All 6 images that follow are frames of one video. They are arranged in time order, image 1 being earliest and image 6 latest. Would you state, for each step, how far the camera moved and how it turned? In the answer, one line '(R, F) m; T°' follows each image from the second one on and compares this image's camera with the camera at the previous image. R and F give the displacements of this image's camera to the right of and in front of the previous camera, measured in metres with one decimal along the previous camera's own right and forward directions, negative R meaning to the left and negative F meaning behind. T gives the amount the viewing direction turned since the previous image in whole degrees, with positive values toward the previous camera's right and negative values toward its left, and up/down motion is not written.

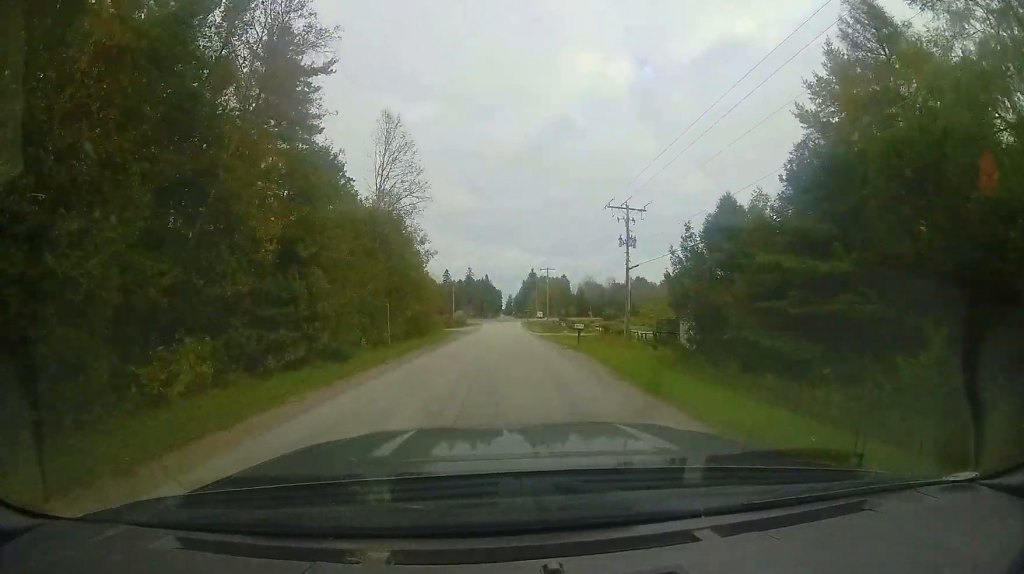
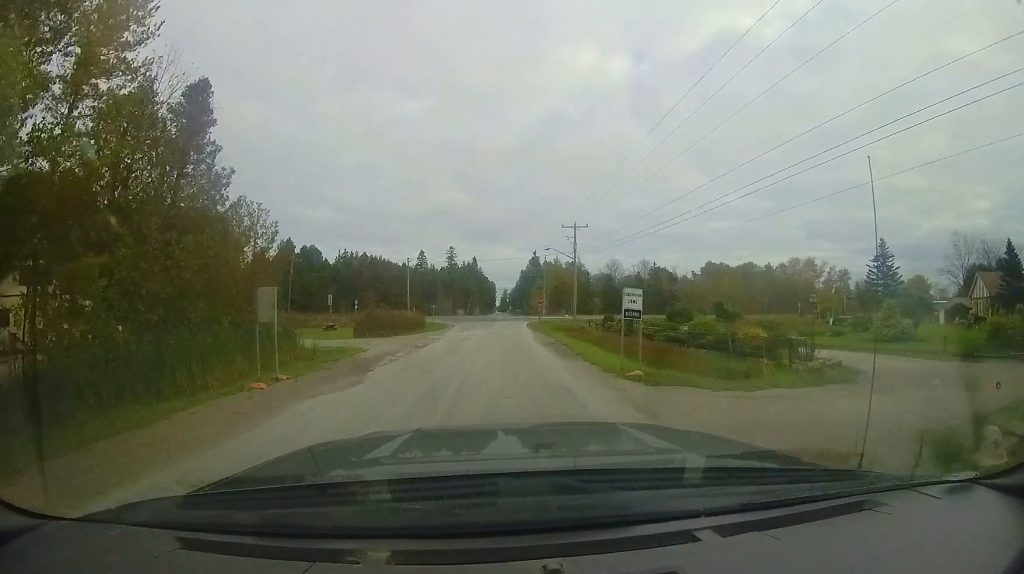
(+0.1, +33.5) m; +2°
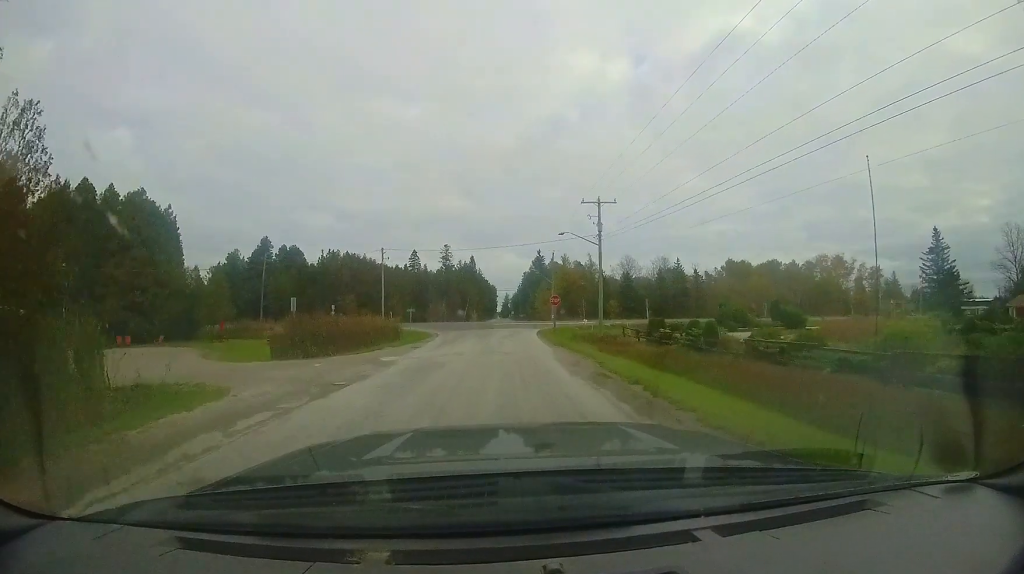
(+0.5, +10.4) m; +2°
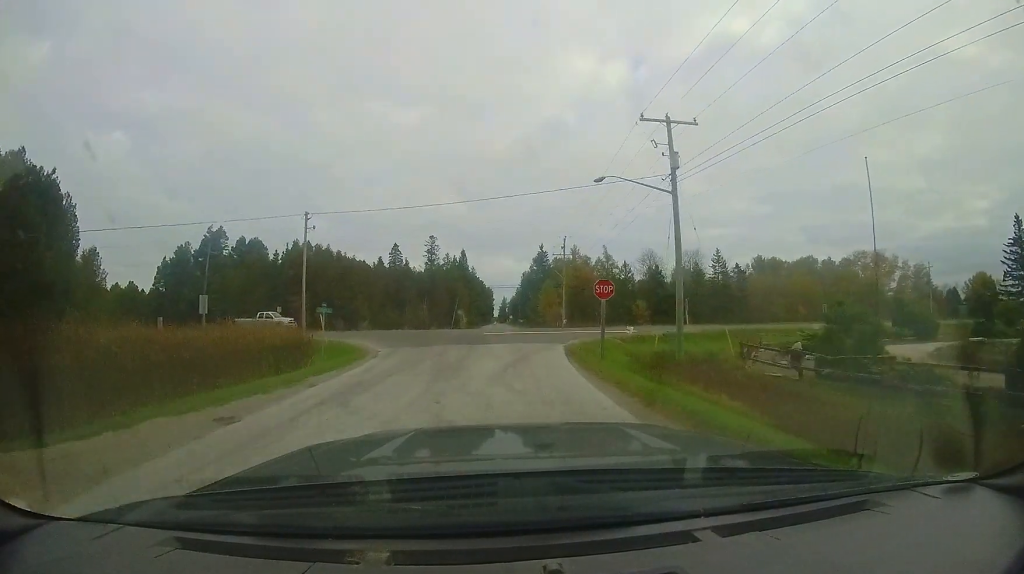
(-0.3, +14.6) m; -2°
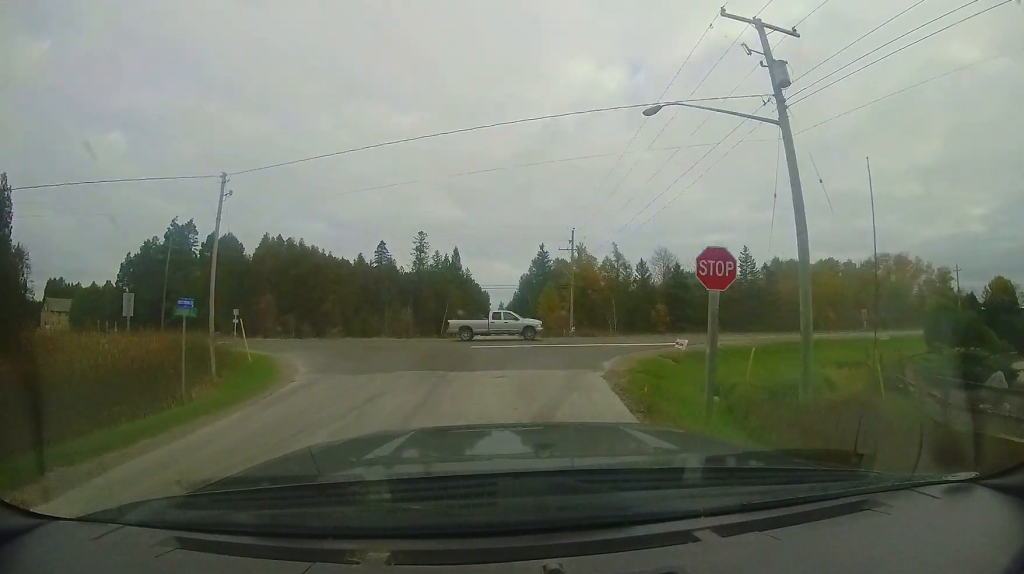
(-0.2, +8.4) m; -1°
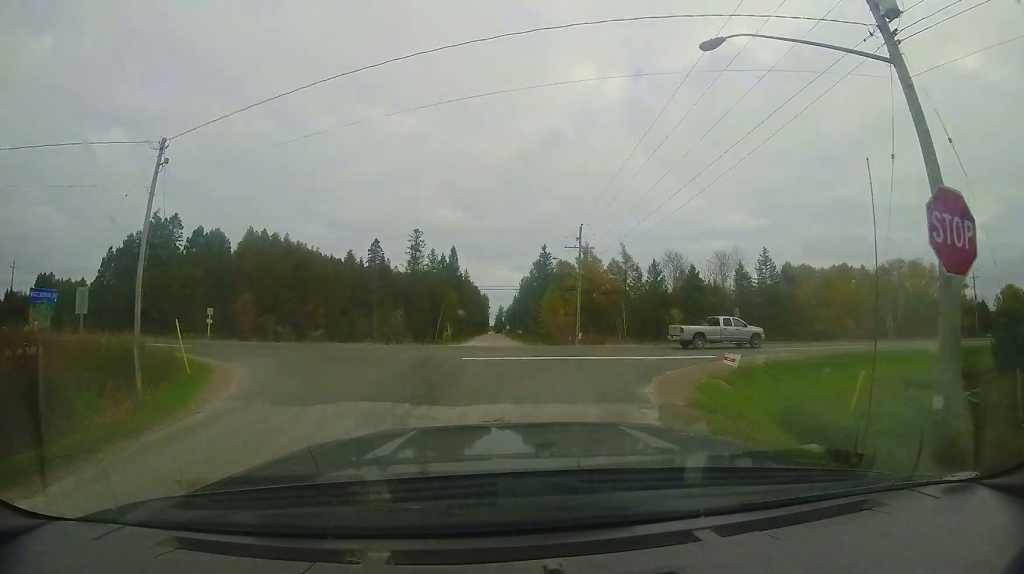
(-0.1, +4.7) m; 0°
